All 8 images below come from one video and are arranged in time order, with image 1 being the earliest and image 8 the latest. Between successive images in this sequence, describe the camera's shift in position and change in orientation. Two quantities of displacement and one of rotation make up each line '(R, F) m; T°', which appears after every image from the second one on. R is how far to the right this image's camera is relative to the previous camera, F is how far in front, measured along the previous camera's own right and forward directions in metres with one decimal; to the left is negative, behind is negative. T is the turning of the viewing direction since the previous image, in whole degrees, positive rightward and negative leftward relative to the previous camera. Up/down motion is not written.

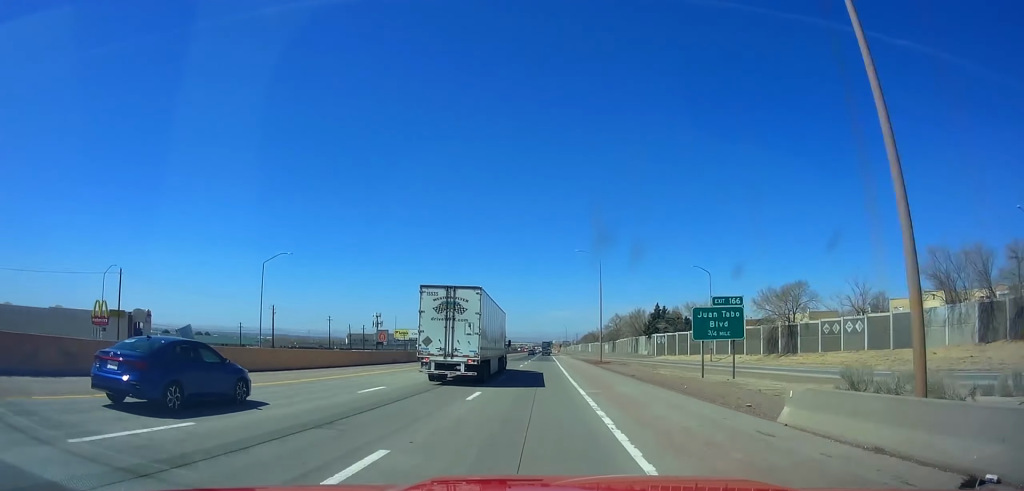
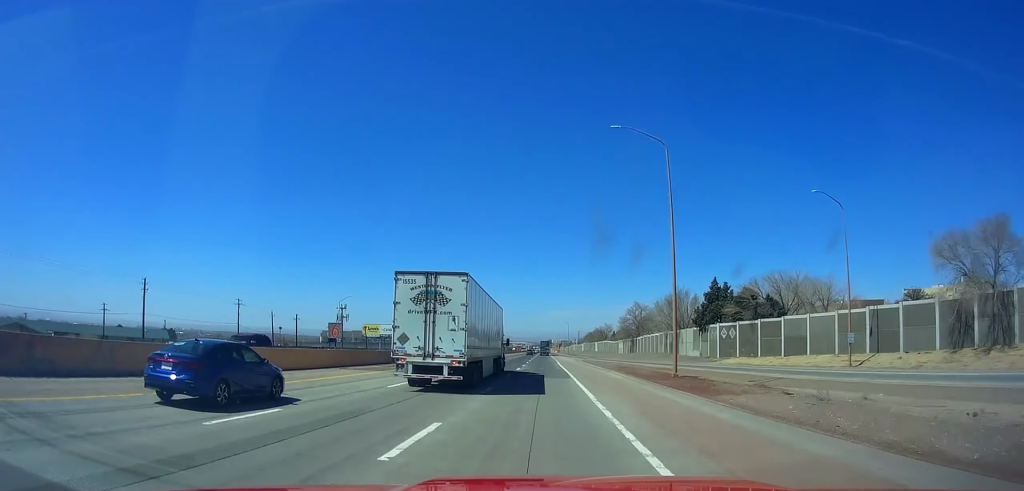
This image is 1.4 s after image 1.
(-0.4, +45.6) m; 0°
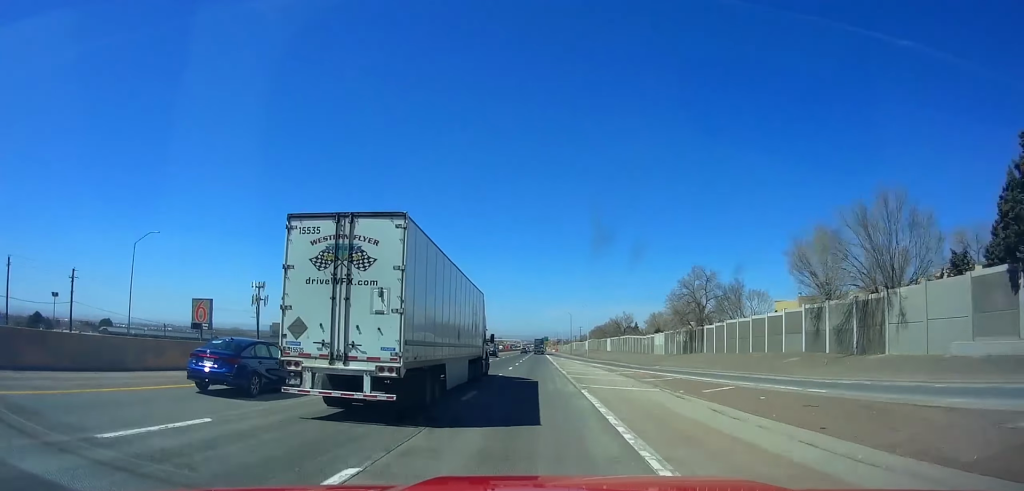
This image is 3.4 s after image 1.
(+0.2, +64.8) m; 0°
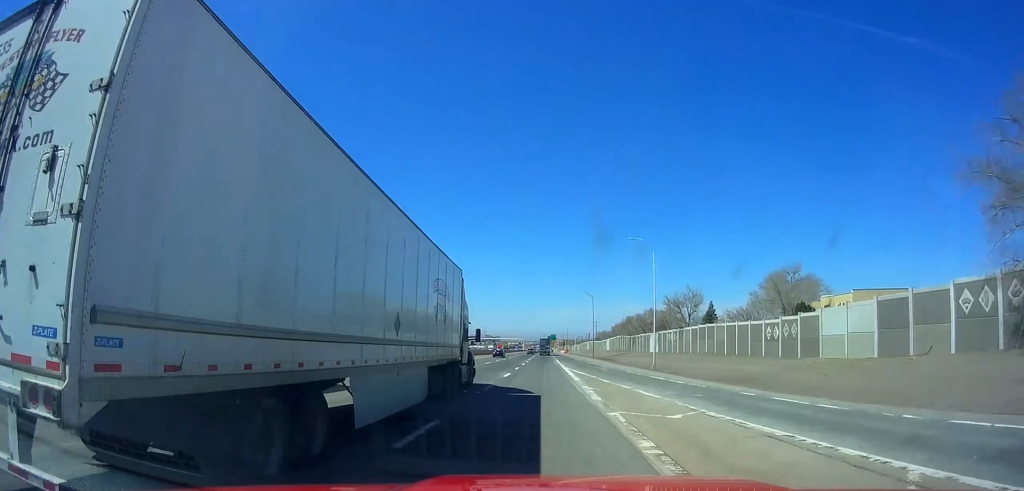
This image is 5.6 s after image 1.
(+0.2, +71.2) m; 0°
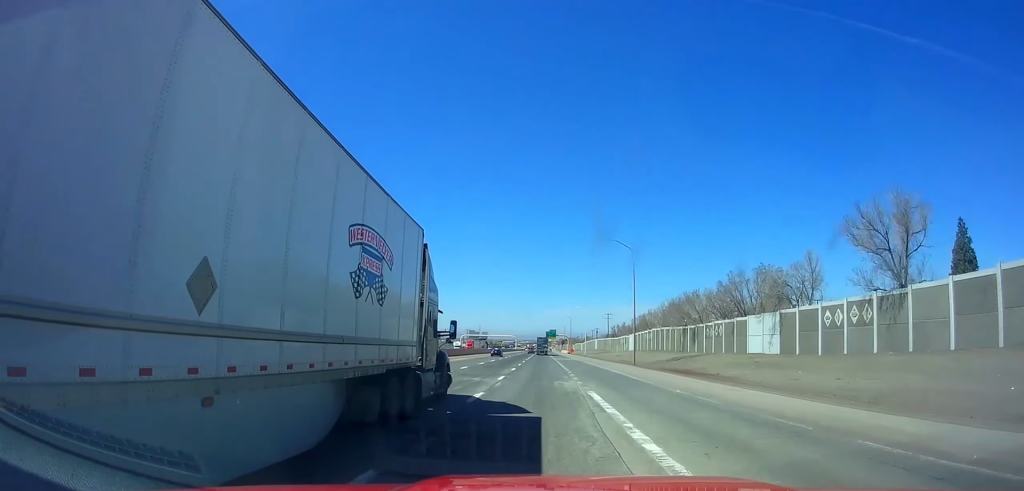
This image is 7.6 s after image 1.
(-0.5, +64.5) m; 0°
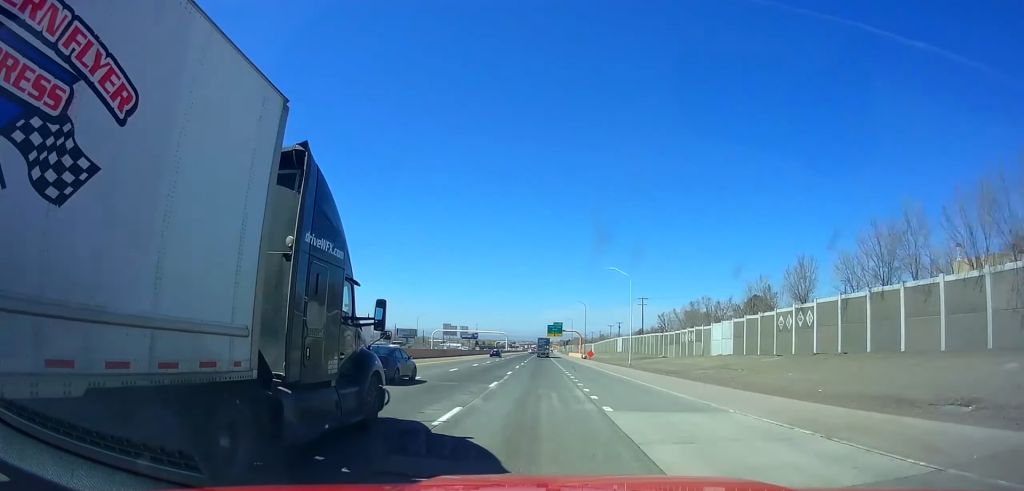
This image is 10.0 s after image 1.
(+0.1, +76.9) m; 0°
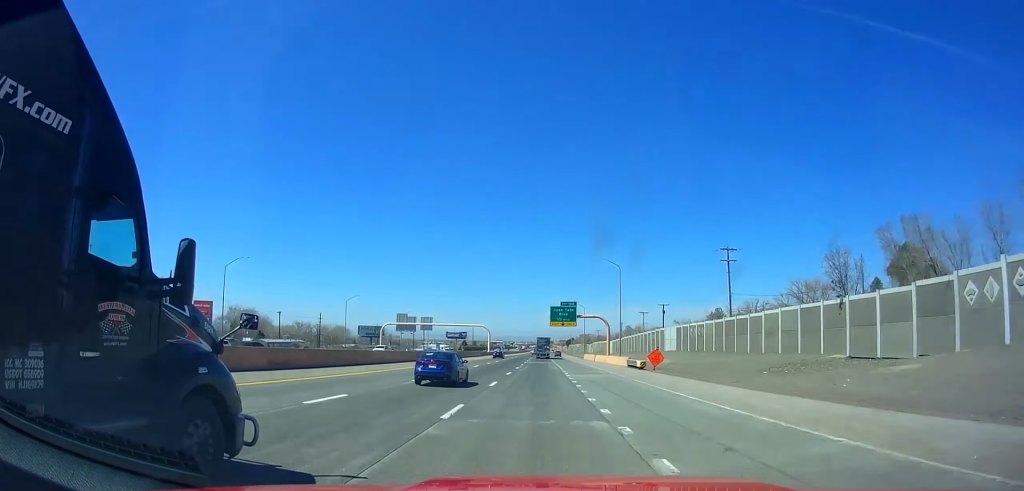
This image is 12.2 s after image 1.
(+0.1, +70.2) m; 0°
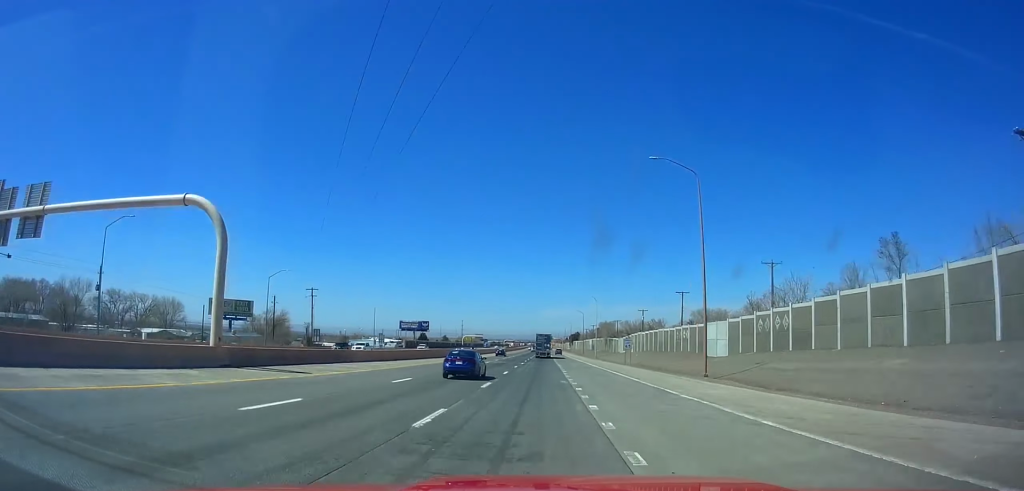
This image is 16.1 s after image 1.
(-0.6, +123.7) m; 0°
